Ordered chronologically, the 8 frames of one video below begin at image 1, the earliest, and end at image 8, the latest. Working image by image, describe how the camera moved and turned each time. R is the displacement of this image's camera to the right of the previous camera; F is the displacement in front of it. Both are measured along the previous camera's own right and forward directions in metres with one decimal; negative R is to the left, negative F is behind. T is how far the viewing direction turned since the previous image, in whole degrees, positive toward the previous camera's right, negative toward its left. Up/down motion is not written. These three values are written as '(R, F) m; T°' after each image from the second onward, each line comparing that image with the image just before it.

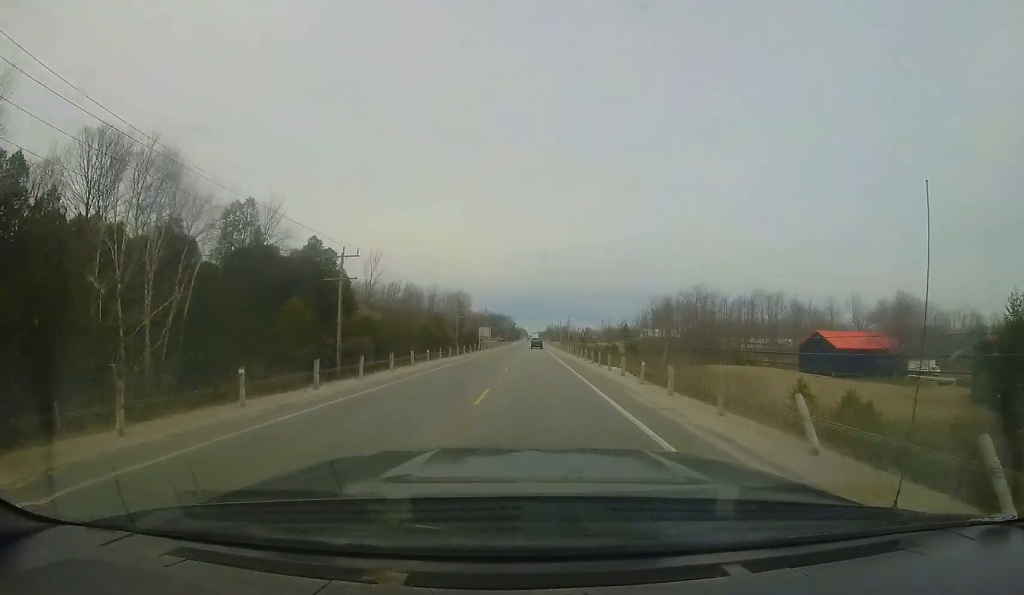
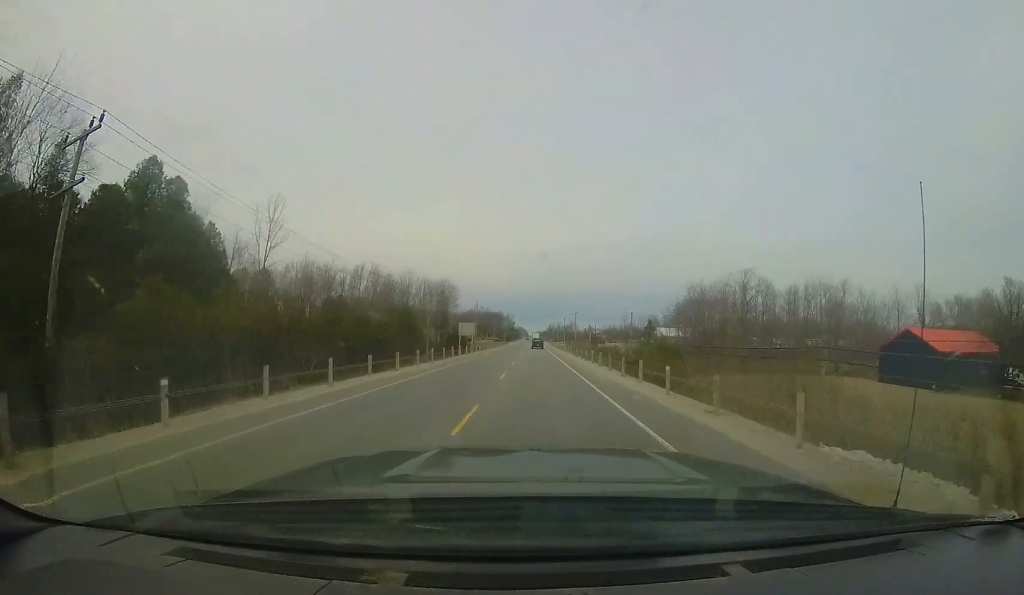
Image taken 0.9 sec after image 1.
(+0.4, +21.2) m; +1°
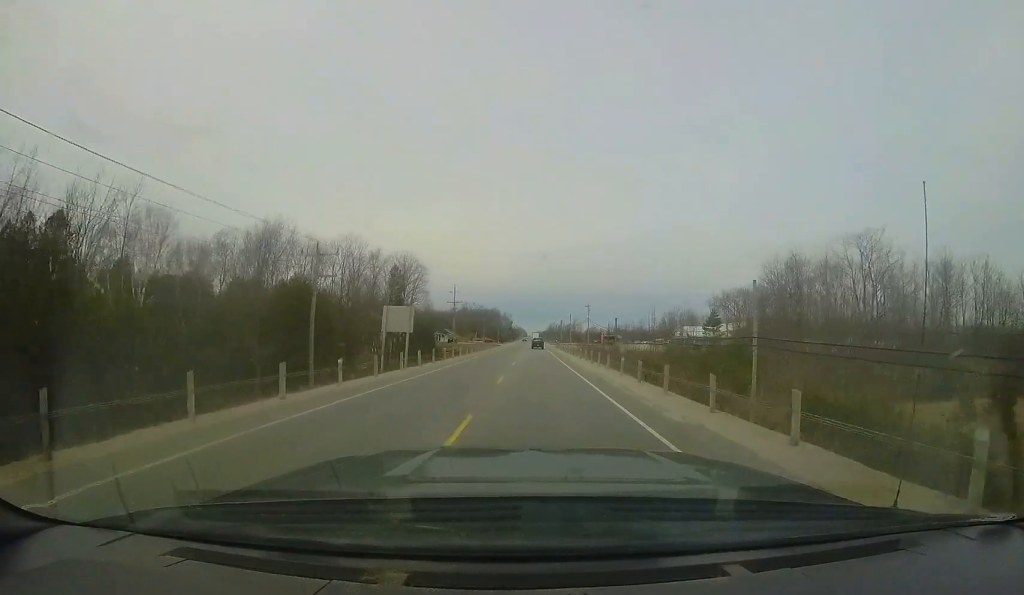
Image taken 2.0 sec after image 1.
(0.0, +28.4) m; +1°
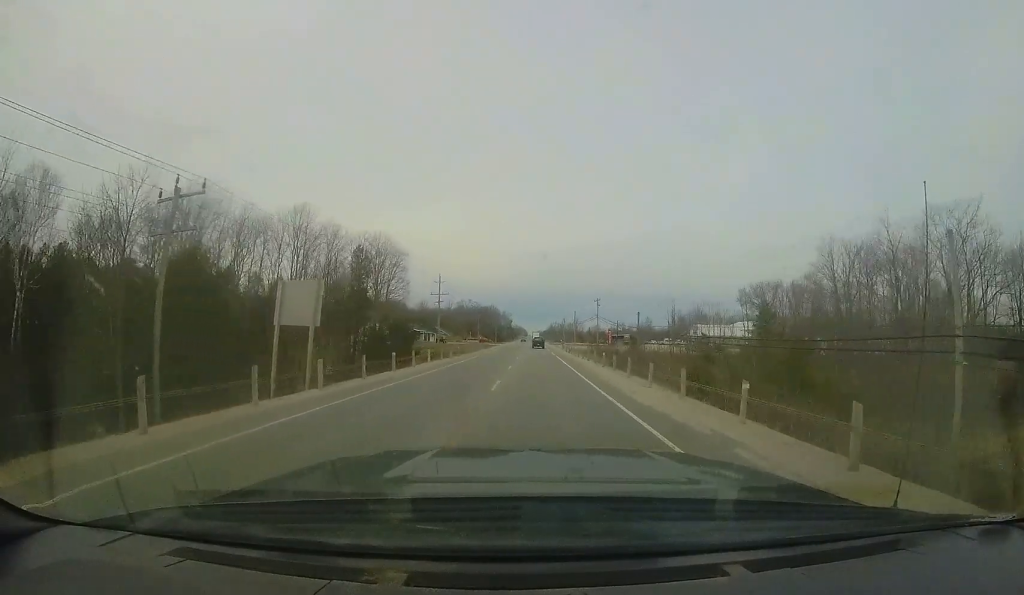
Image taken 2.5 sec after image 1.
(+0.2, +12.2) m; +1°
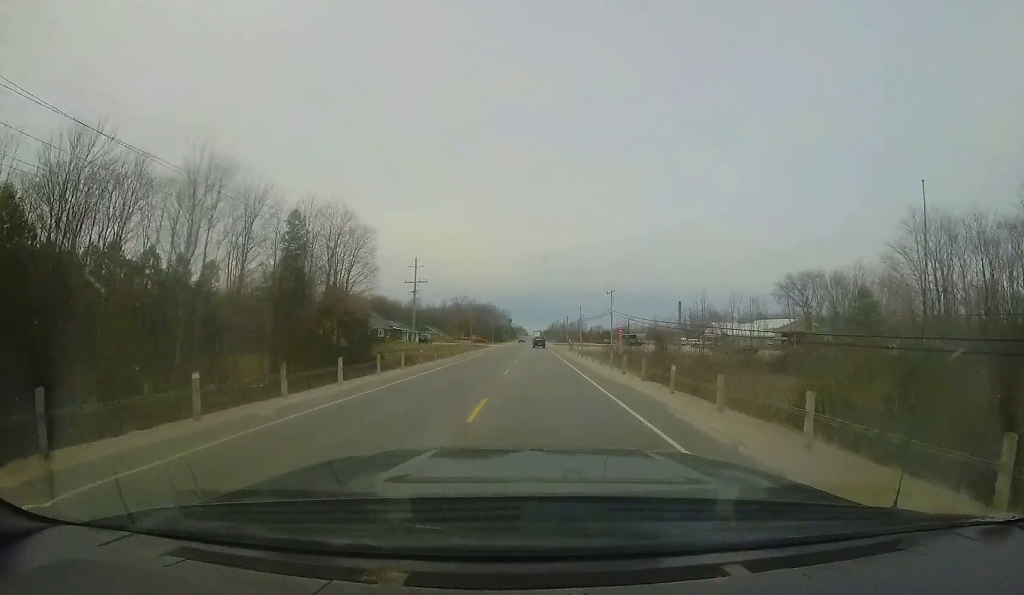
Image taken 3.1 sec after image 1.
(+0.1, +13.0) m; 0°
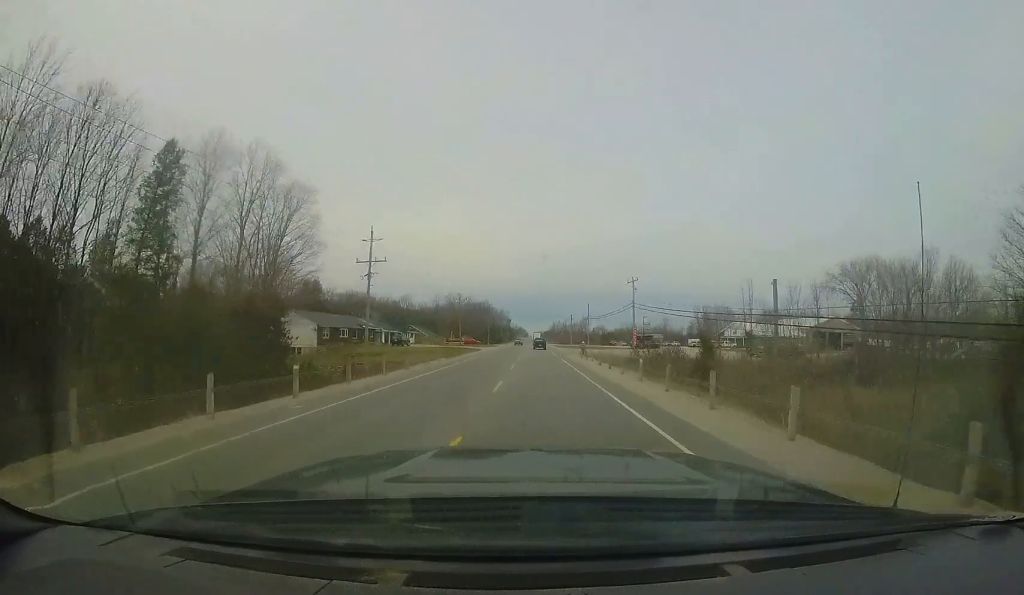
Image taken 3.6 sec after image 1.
(+0.1, +13.8) m; -1°
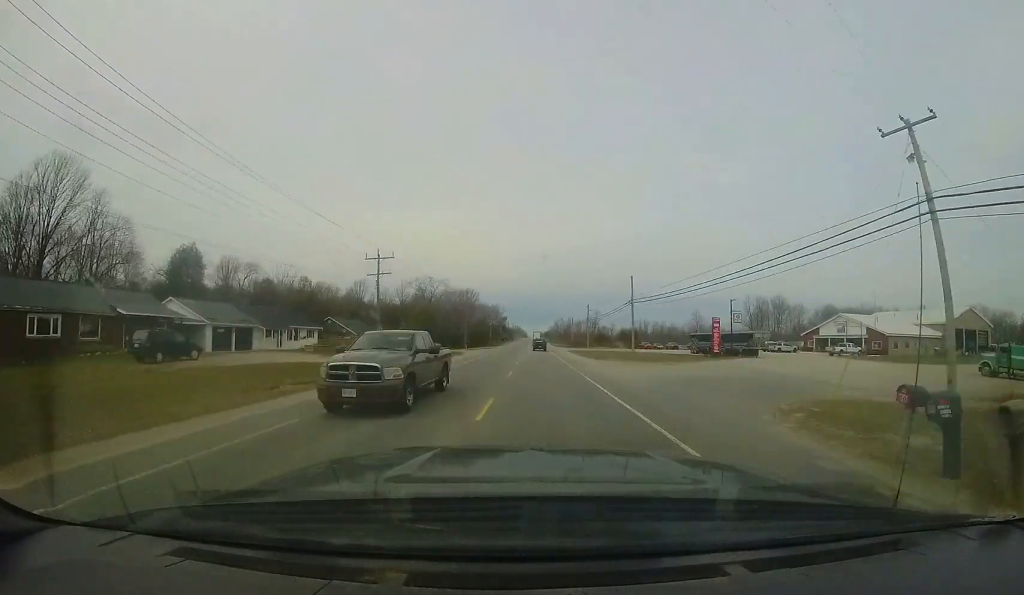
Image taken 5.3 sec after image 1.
(-0.2, +39.9) m; 0°
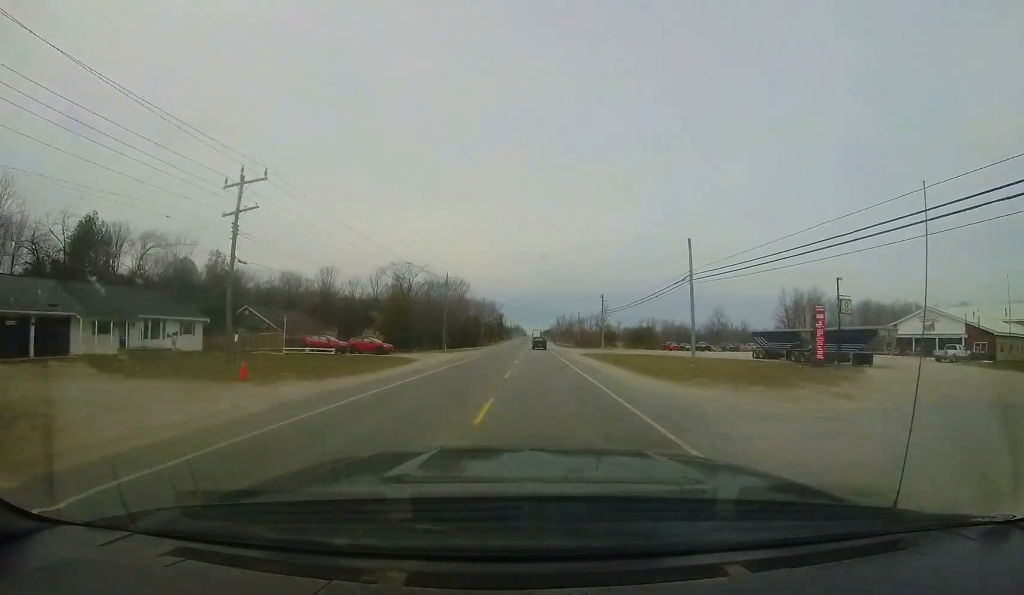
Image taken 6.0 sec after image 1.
(-0.1, +18.9) m; -1°
